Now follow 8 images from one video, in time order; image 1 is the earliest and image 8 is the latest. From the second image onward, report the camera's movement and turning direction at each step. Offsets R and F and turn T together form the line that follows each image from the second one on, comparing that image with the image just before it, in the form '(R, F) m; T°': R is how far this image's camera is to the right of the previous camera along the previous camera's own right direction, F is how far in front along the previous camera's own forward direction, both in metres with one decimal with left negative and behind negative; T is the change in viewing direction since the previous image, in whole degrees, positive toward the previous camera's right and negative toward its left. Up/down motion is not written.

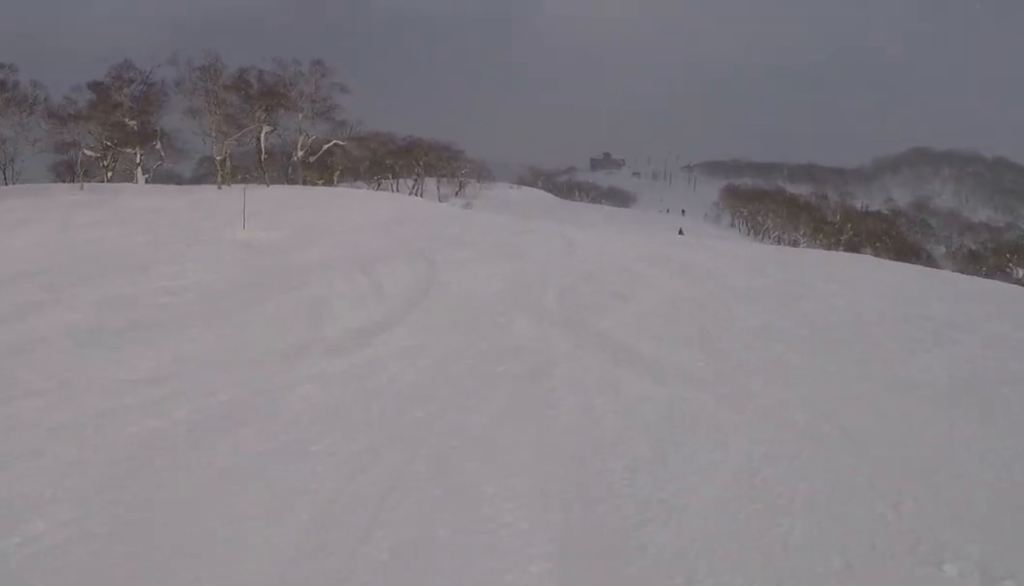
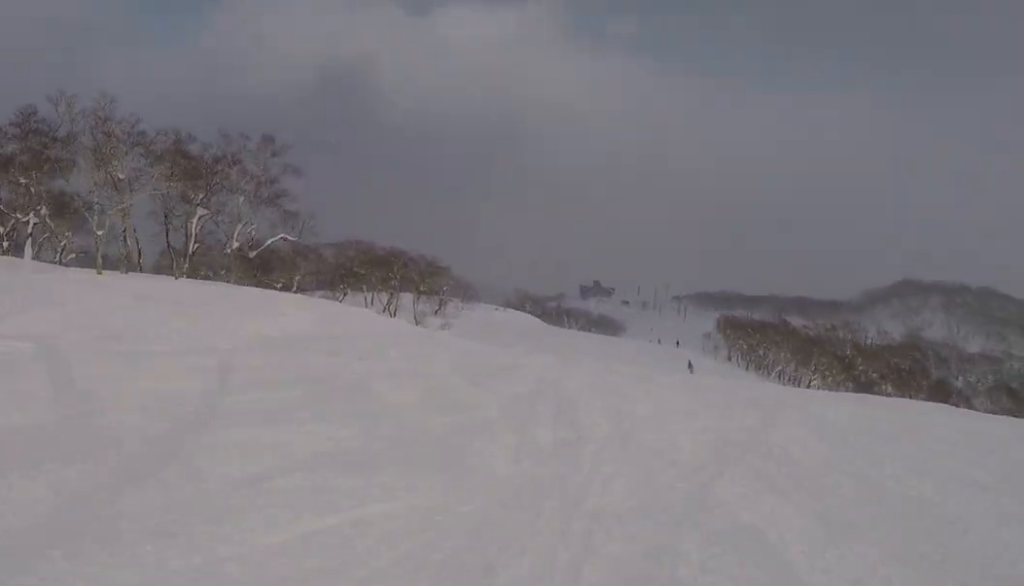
(0.0, +12.1) m; 0°
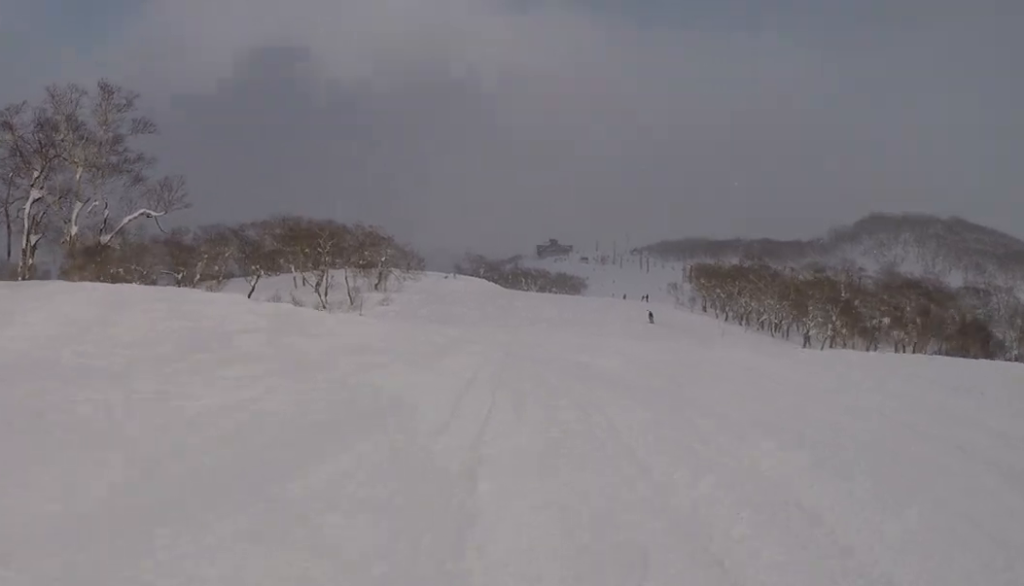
(0.0, +12.4) m; 0°
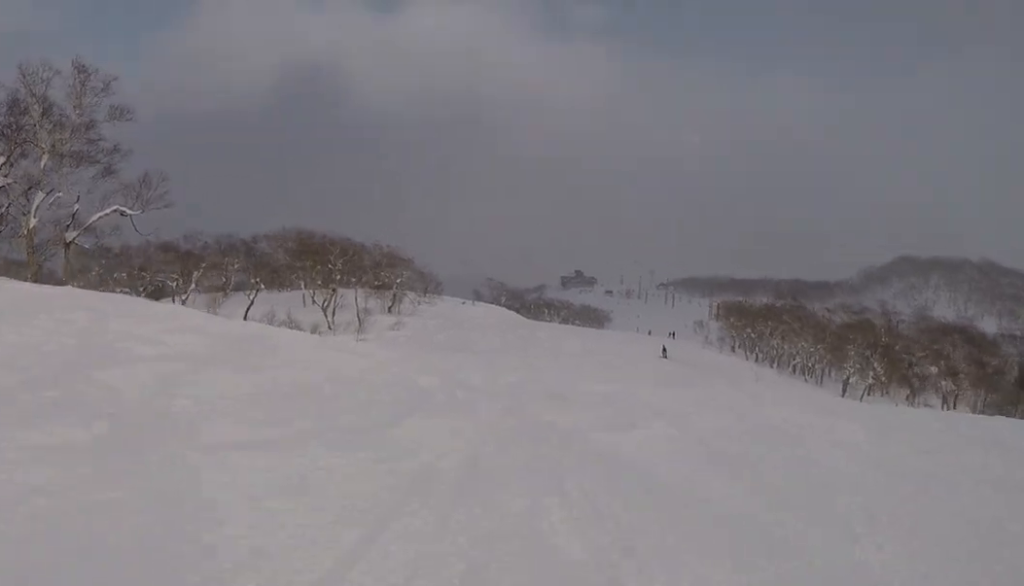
(0.0, +5.6) m; 0°
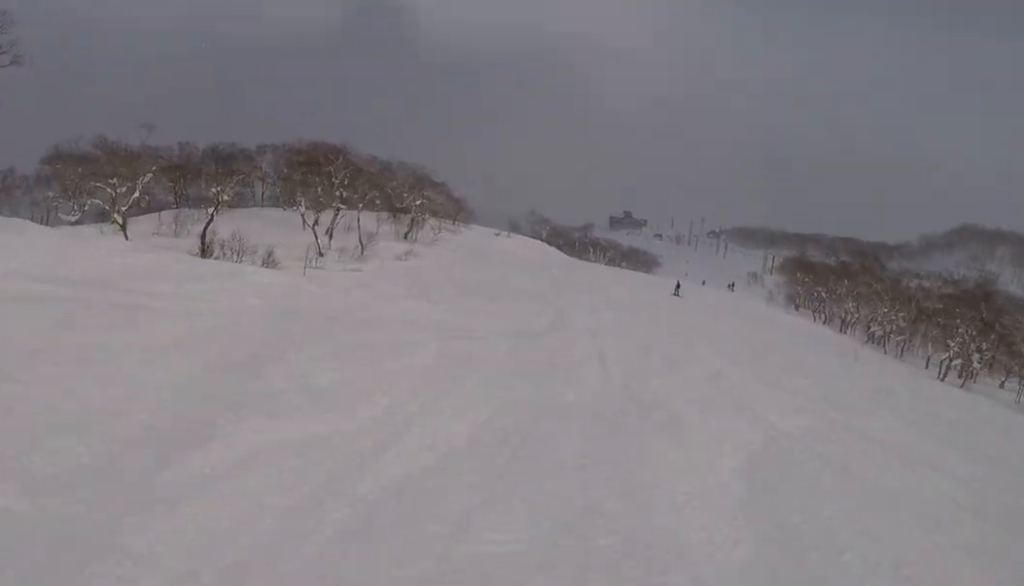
(+0.1, +14.8) m; +4°
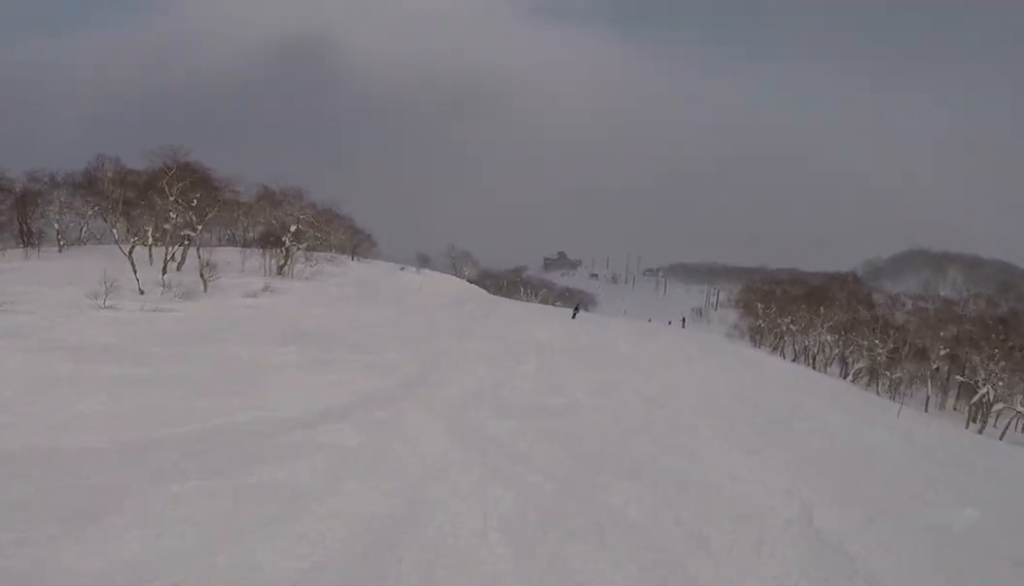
(+1.4, +16.7) m; +2°
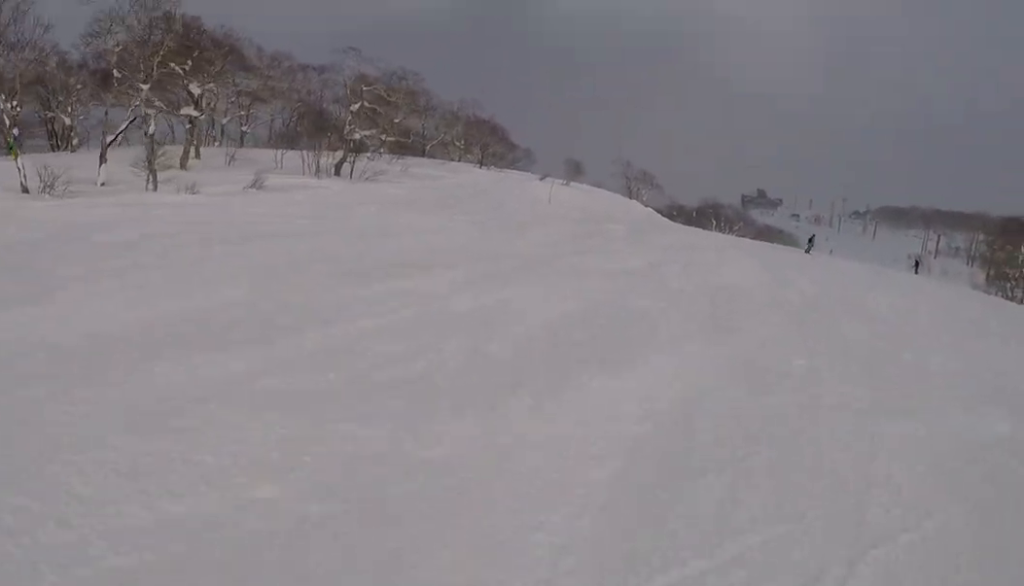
(-2.0, +21.5) m; -2°
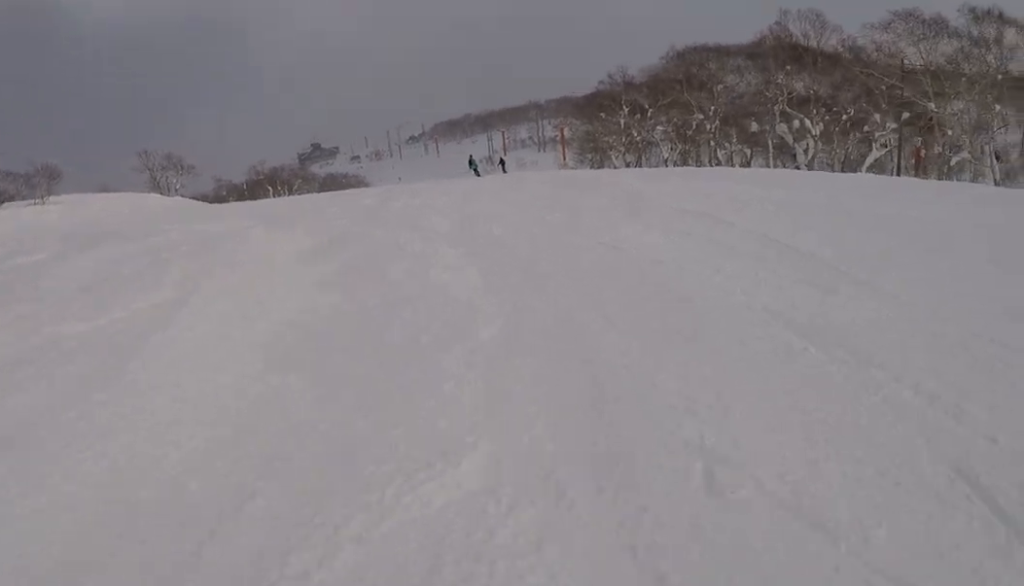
(+1.6, +16.5) m; +10°
